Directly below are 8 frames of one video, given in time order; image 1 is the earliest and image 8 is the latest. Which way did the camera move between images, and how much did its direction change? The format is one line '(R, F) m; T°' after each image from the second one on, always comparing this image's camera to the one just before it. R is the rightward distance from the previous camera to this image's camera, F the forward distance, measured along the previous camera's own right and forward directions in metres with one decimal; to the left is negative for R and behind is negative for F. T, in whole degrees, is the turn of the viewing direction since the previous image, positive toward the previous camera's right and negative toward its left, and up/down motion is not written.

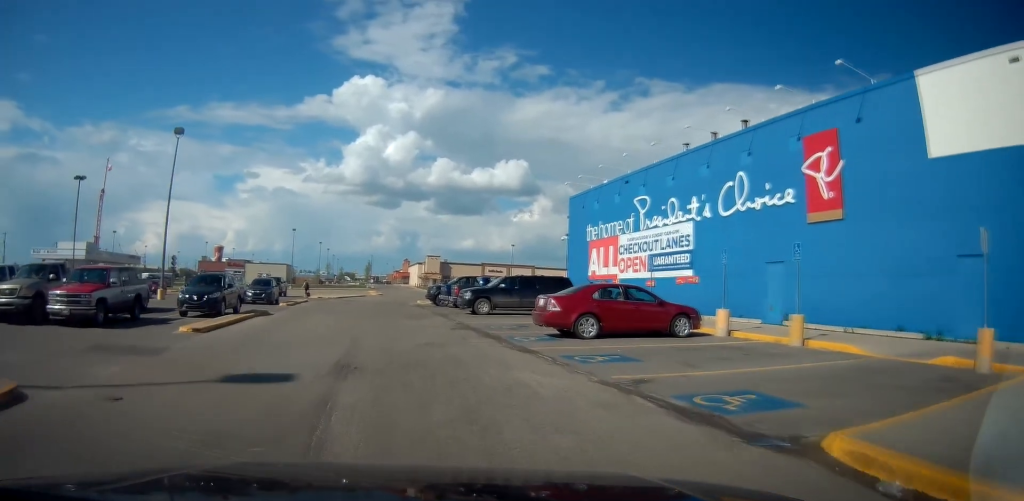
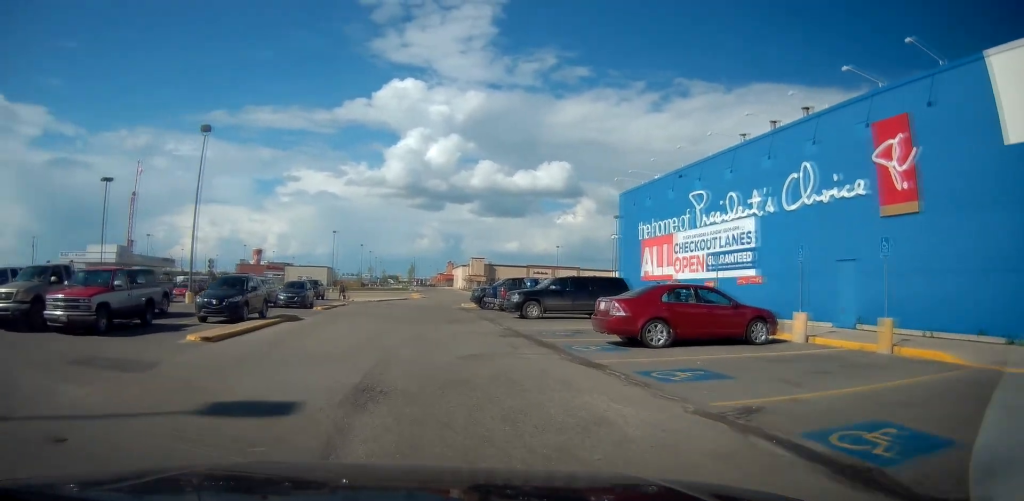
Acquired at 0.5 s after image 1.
(-0.1, +2.3) m; -7°
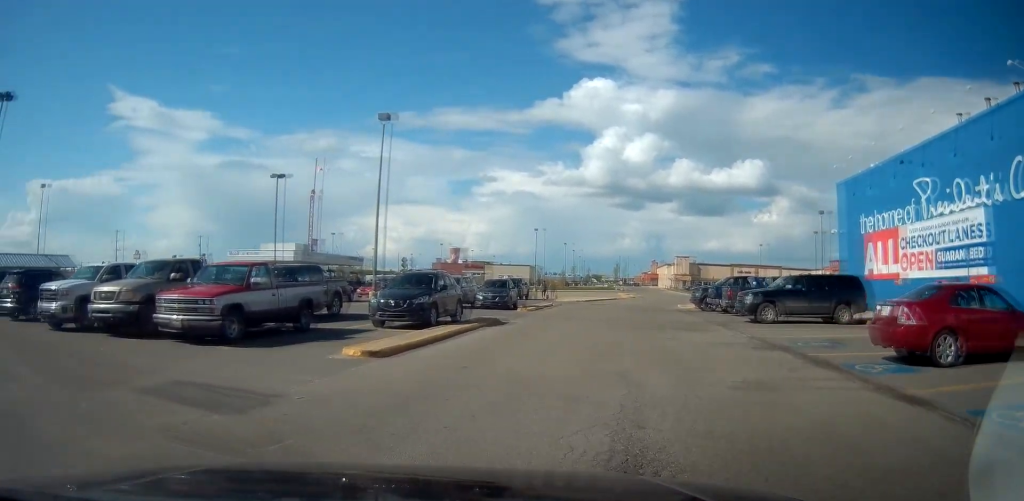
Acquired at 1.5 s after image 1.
(-0.5, +3.7) m; -16°
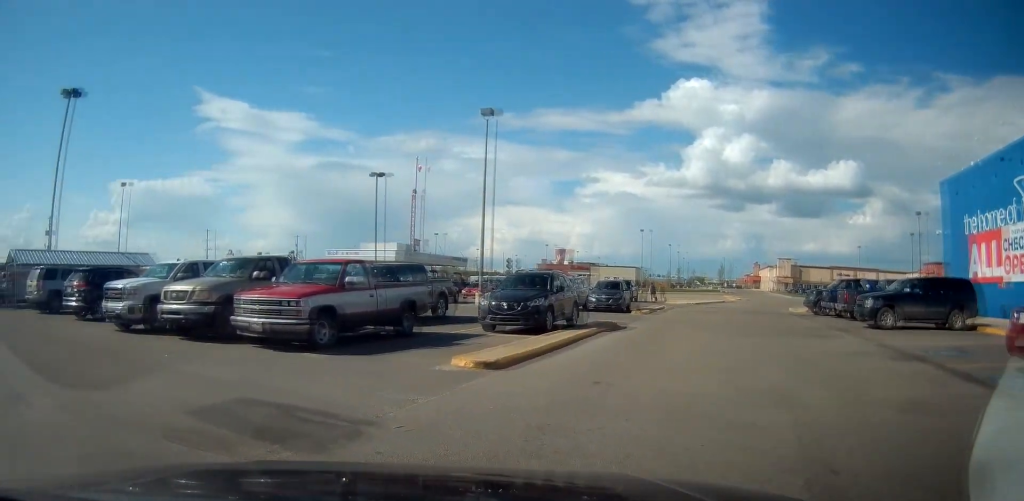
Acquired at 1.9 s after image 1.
(-0.1, +1.4) m; -8°
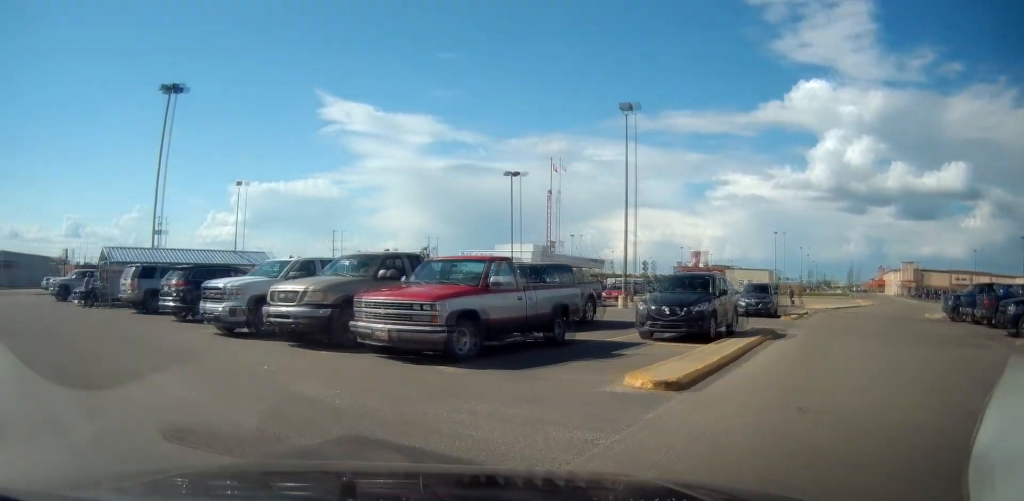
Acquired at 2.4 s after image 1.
(-0.2, +1.8) m; -11°
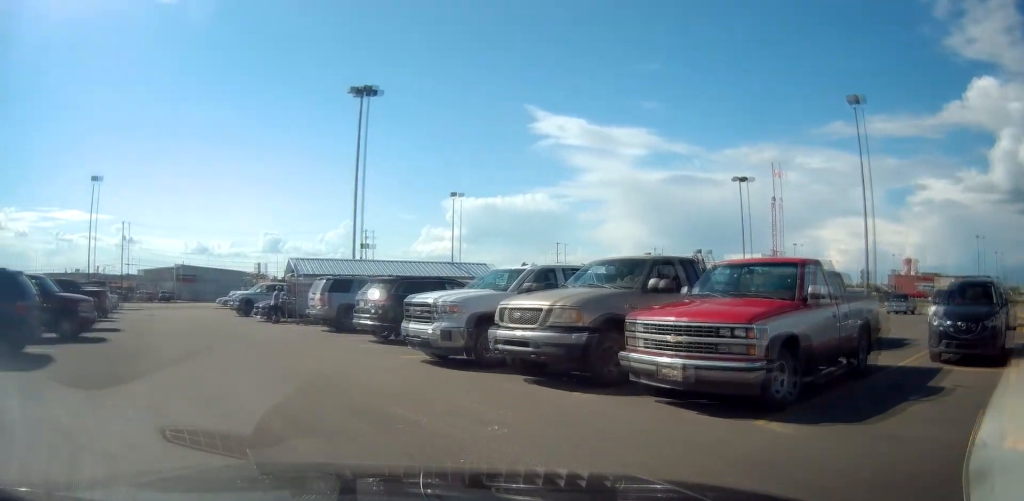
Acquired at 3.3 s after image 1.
(-0.6, +3.0) m; -22°
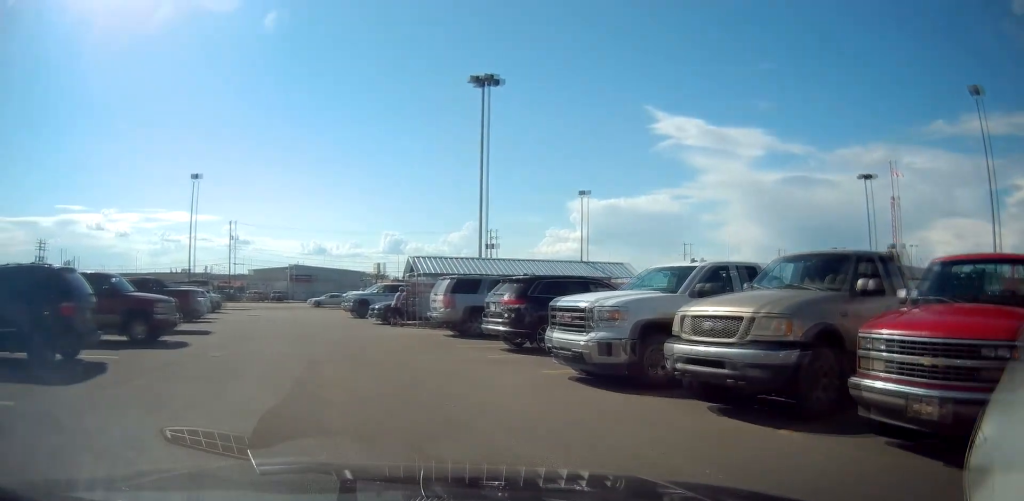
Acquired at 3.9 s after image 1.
(-0.2, +2.1) m; -12°
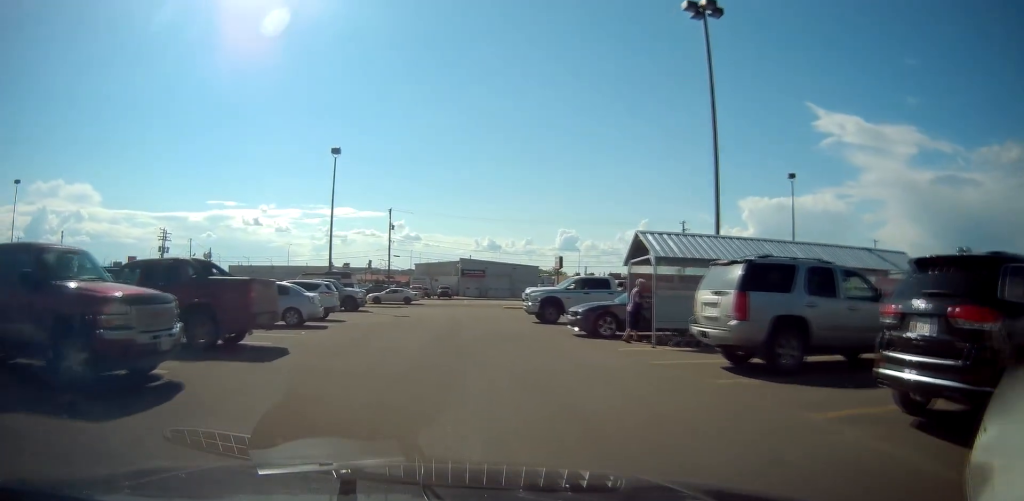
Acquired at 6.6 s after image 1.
(-1.4, +8.5) m; -8°
